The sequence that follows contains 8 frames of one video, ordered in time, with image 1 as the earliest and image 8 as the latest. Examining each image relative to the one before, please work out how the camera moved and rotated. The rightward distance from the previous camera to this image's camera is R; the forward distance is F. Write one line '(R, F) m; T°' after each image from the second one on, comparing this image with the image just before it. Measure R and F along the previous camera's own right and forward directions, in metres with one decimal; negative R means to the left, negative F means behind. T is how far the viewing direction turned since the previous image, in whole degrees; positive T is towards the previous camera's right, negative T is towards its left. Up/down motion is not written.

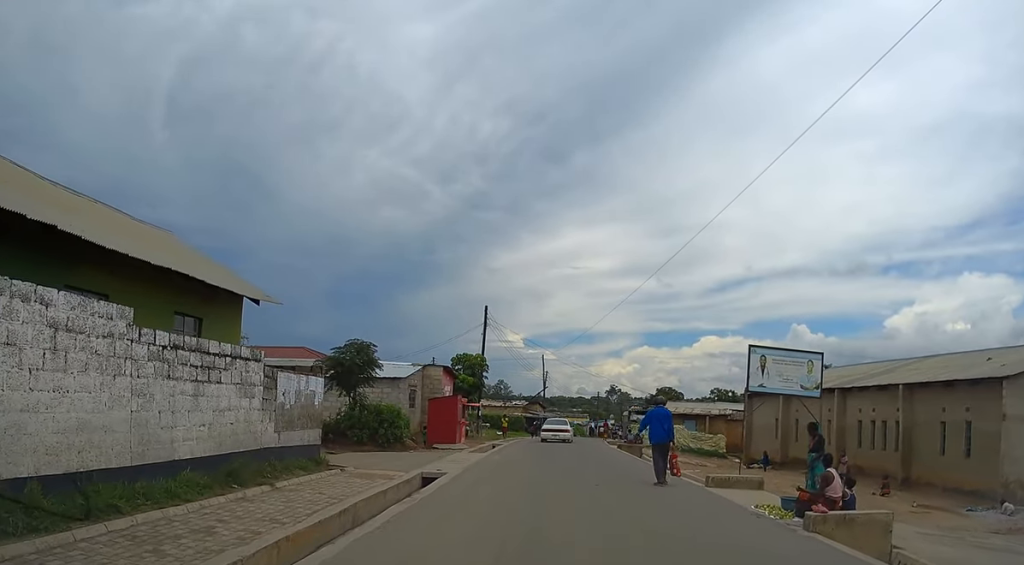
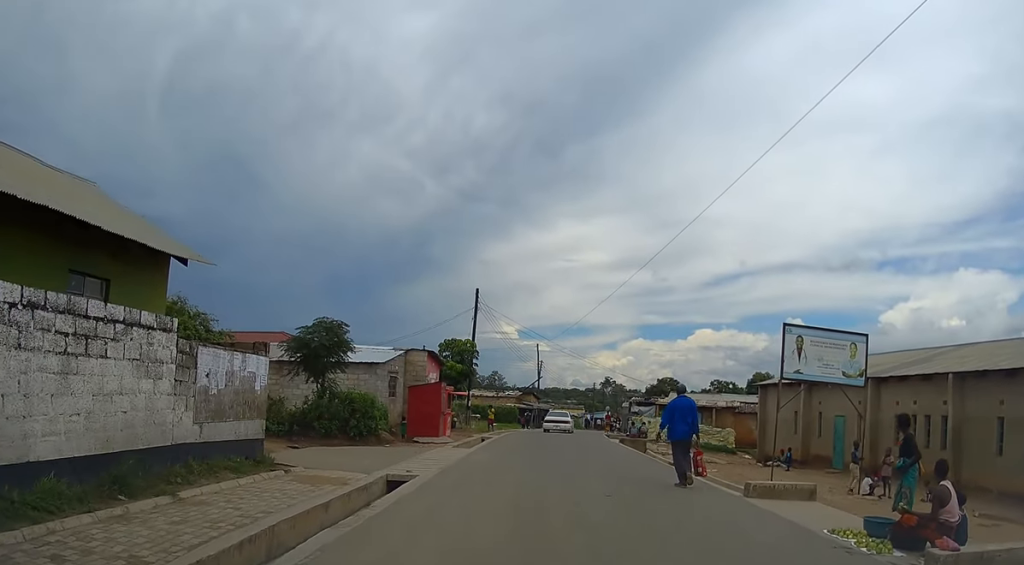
(-0.1, +3.6) m; 0°
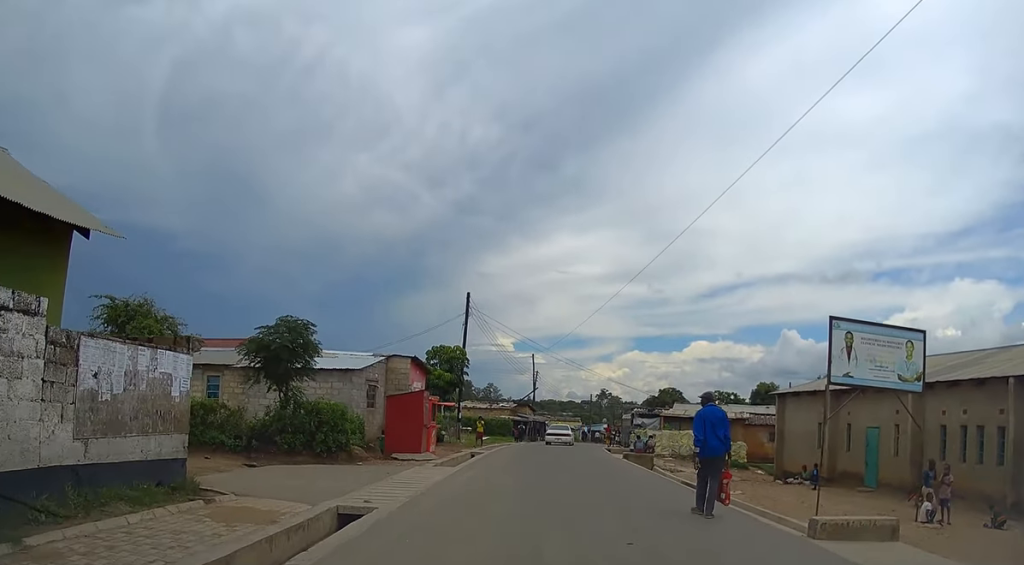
(+0.1, +2.9) m; +1°
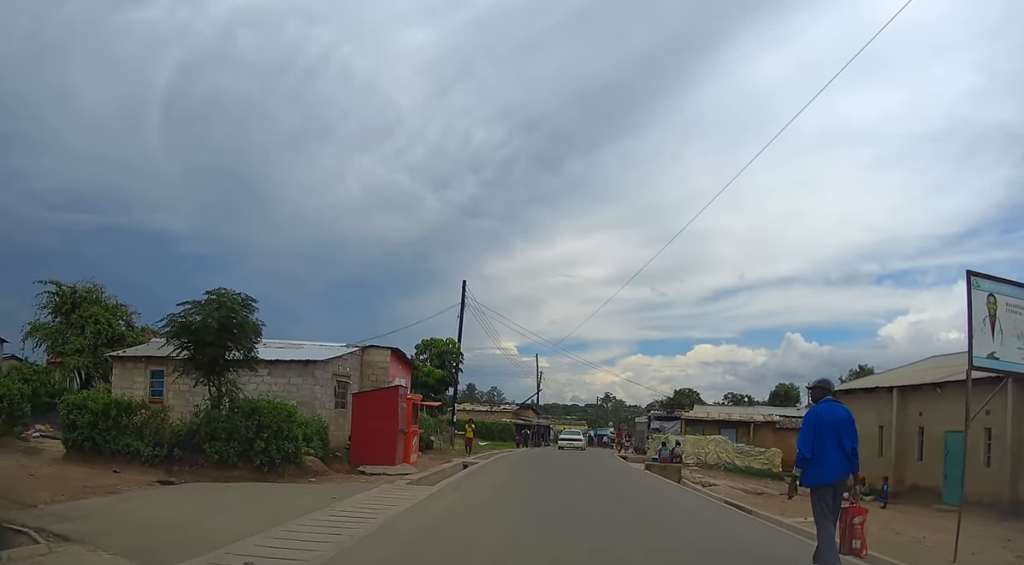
(0.0, +4.3) m; 0°
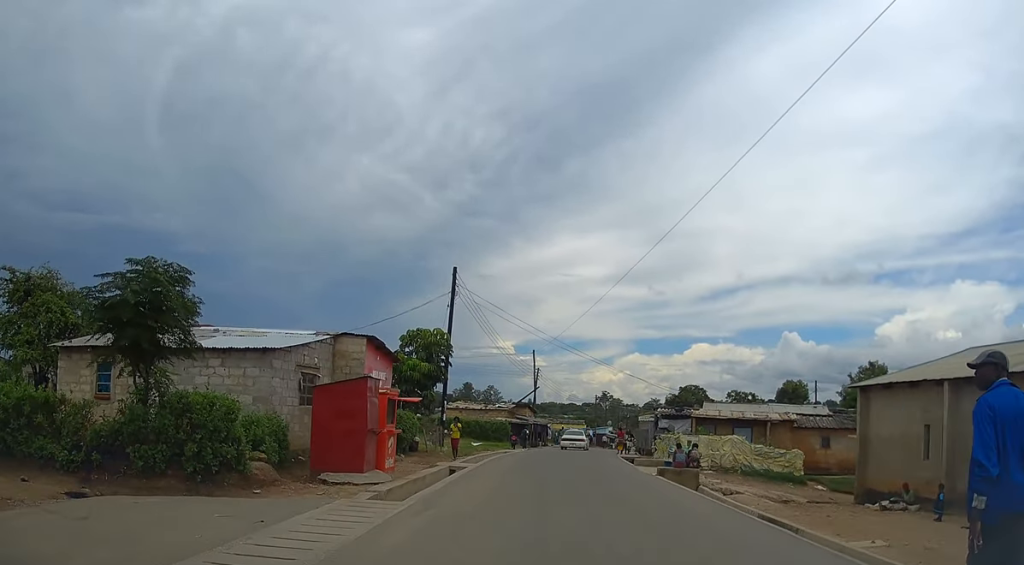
(0.0, +2.9) m; 0°
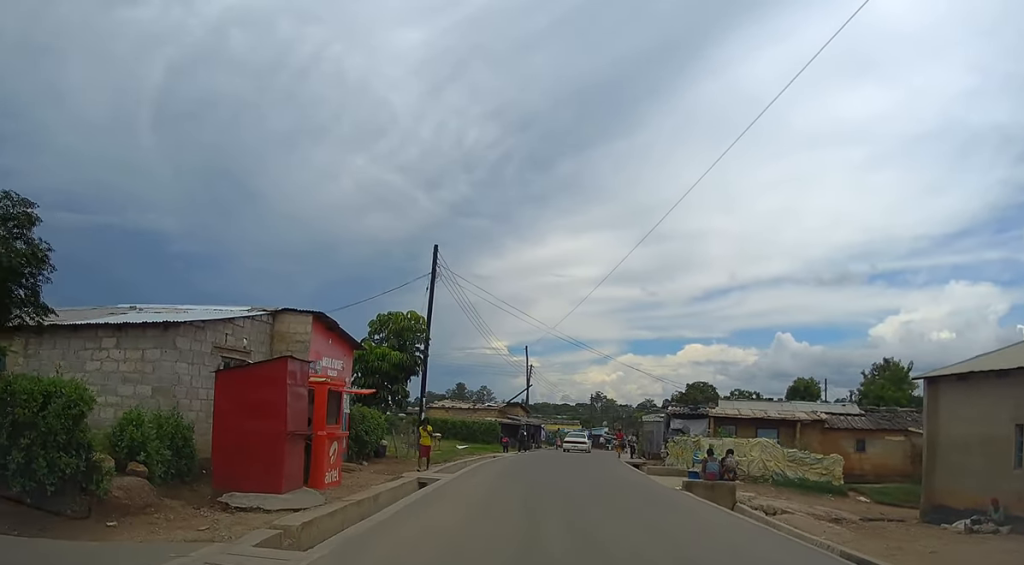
(-0.1, +4.3) m; 0°
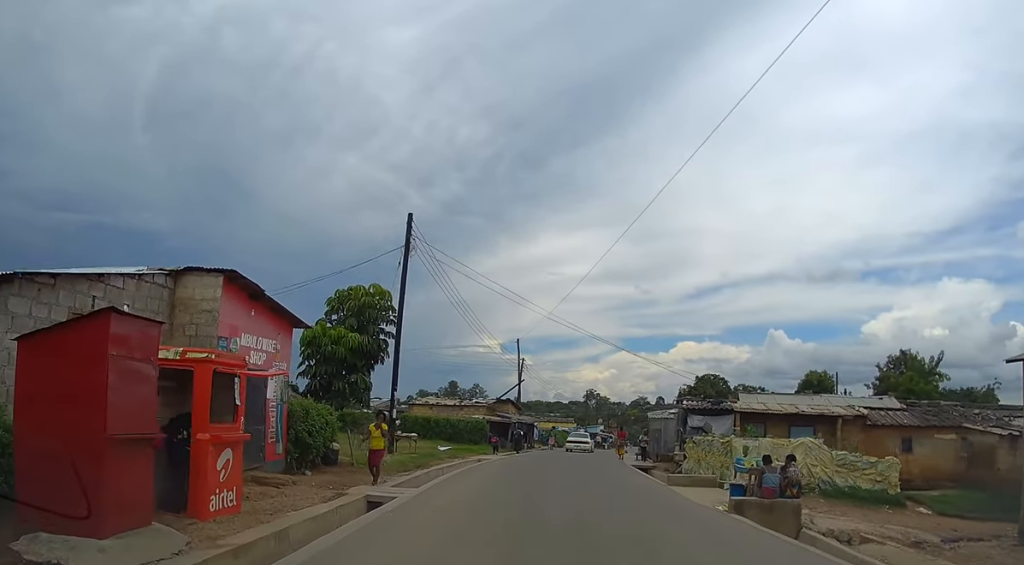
(+0.1, +4.4) m; +1°
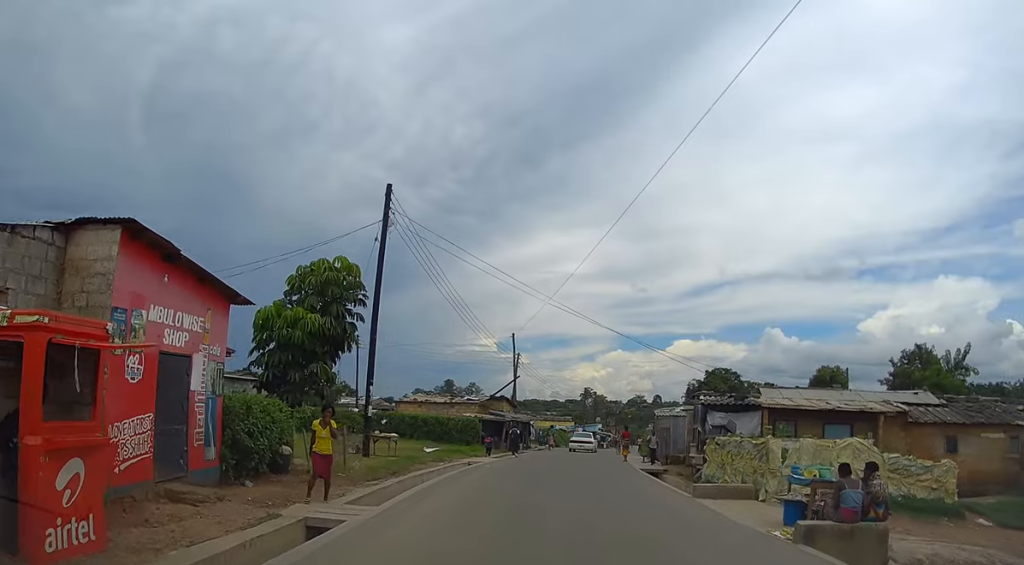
(0.0, +3.2) m; 0°
